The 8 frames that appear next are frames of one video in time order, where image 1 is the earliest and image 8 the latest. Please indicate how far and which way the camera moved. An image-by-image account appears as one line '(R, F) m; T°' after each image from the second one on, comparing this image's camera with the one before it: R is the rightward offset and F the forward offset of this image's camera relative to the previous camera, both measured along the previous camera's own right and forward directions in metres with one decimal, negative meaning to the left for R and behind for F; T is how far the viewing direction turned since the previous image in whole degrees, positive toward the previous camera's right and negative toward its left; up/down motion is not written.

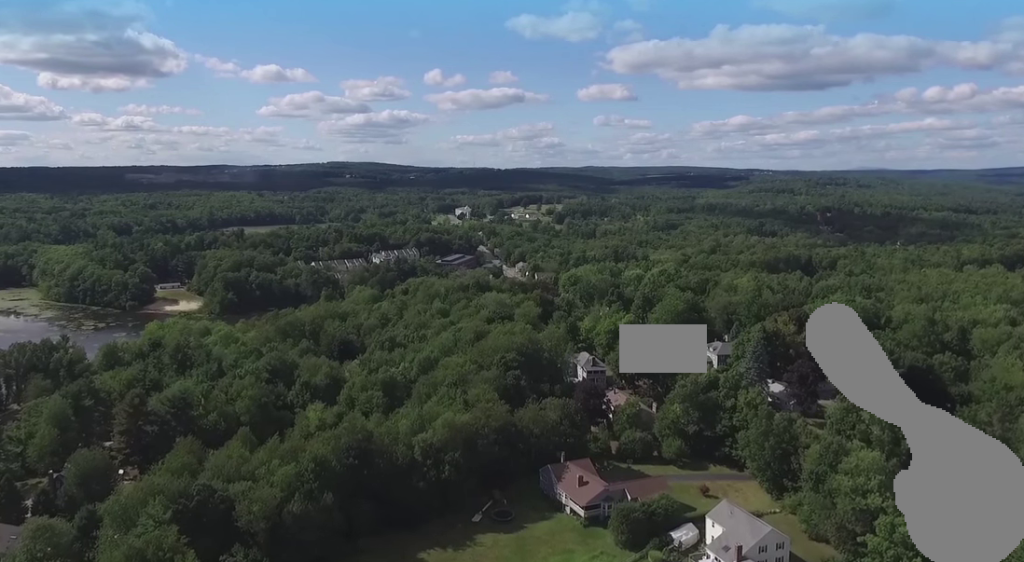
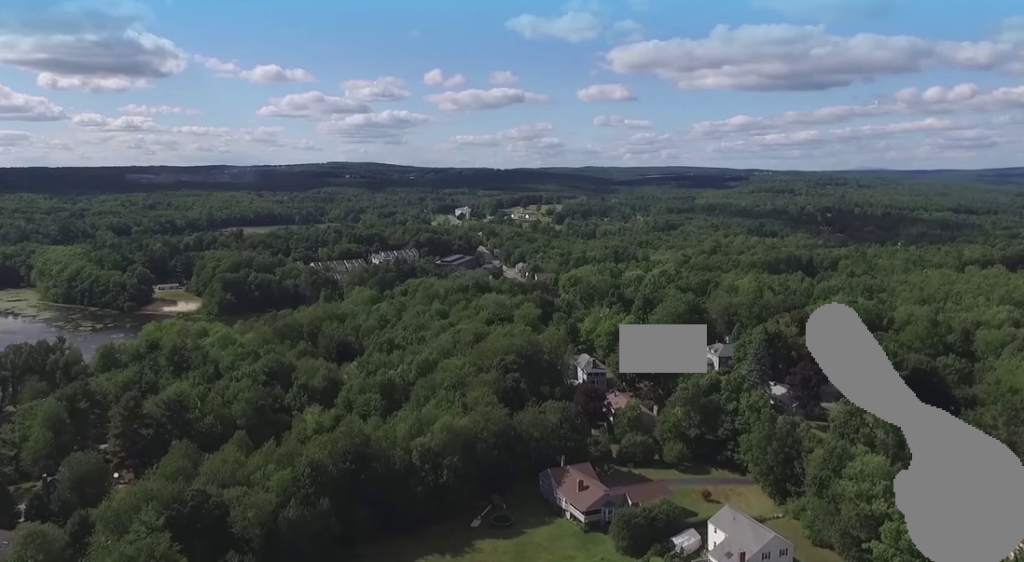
(0.0, +1.9) m; 0°
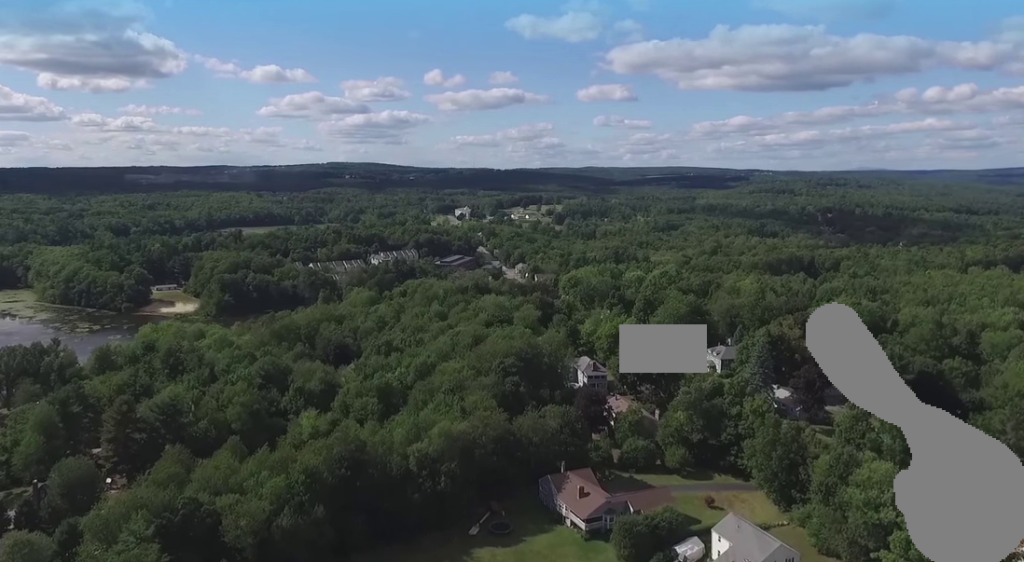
(0.0, +3.1) m; 0°
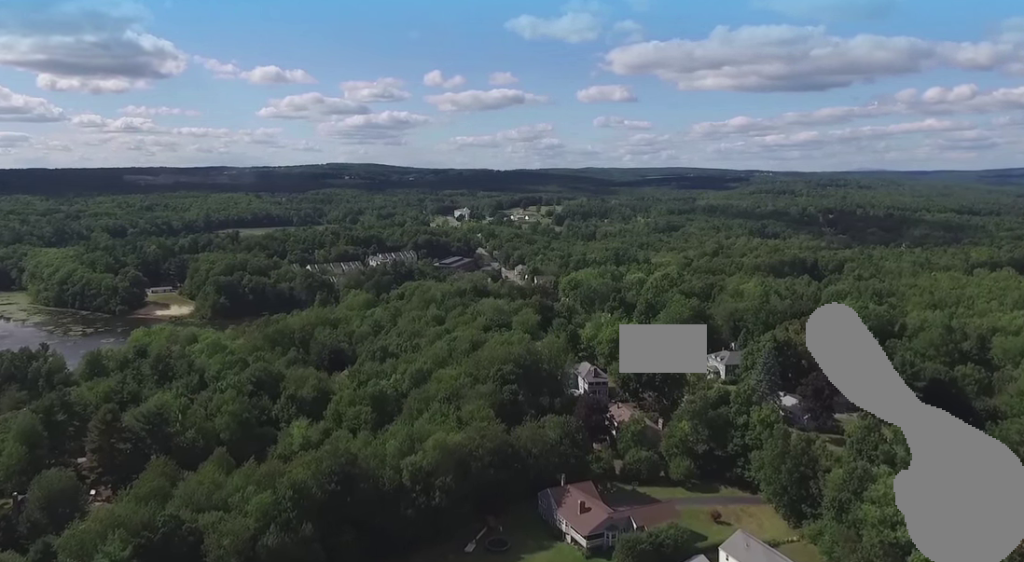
(0.0, +5.9) m; 0°
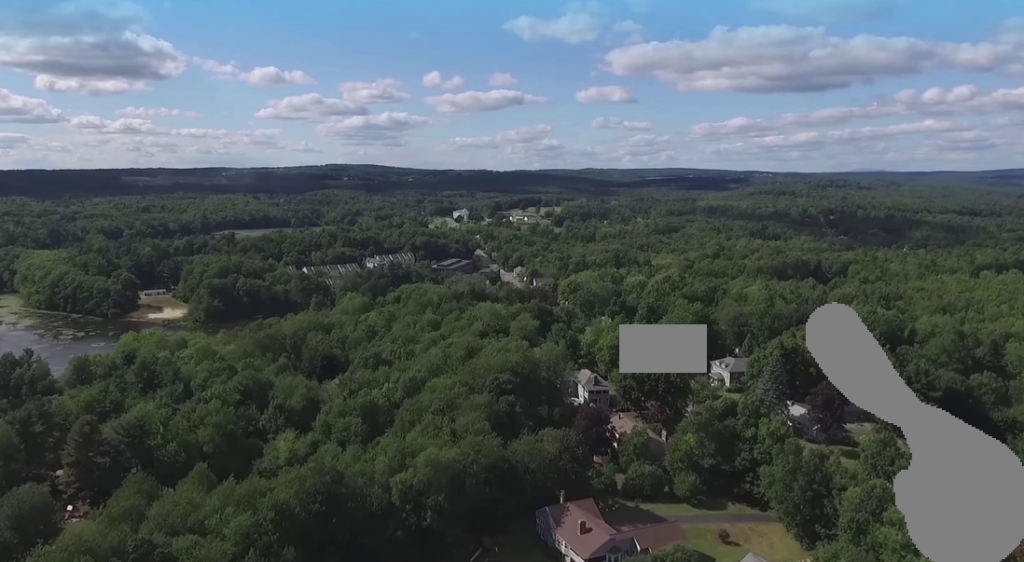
(0.0, +7.3) m; 0°
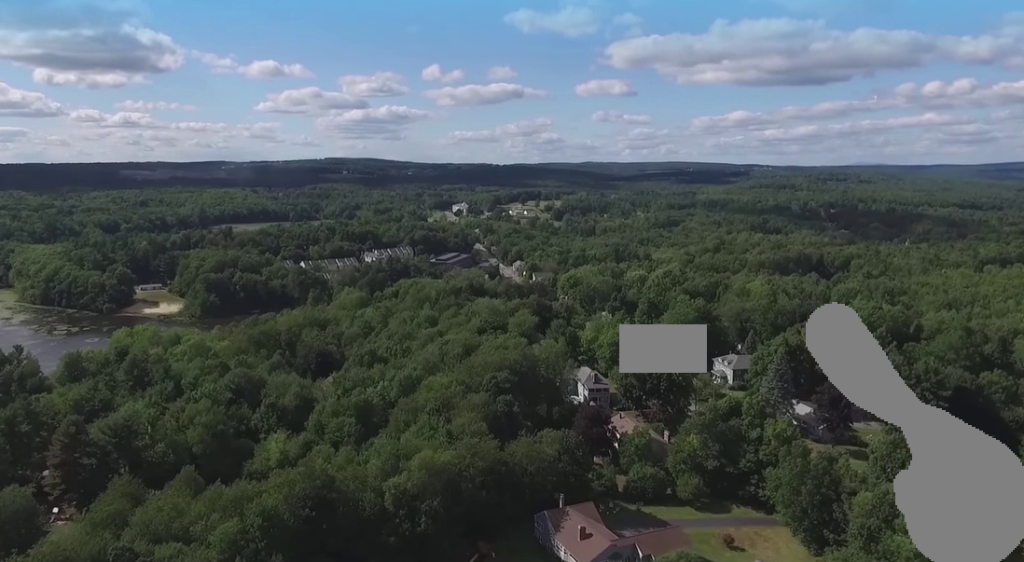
(+0.1, +5.4) m; +1°
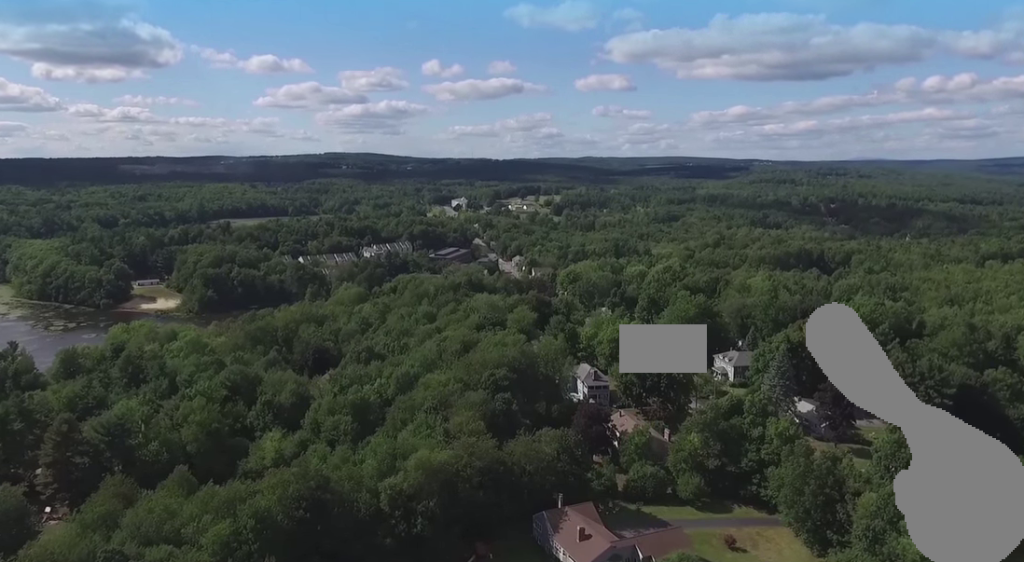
(0.0, +2.6) m; 0°
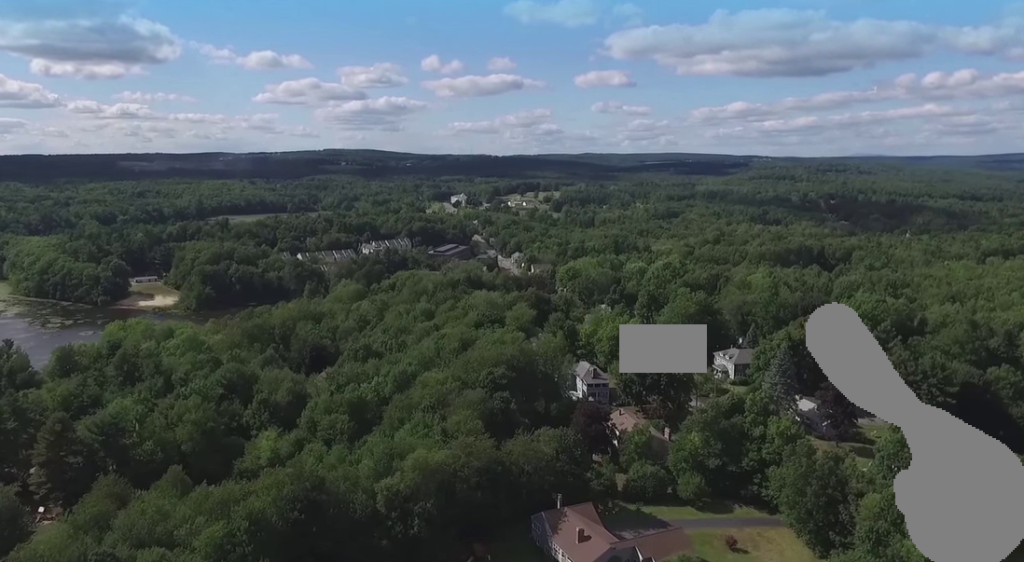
(0.0, +1.9) m; 0°
